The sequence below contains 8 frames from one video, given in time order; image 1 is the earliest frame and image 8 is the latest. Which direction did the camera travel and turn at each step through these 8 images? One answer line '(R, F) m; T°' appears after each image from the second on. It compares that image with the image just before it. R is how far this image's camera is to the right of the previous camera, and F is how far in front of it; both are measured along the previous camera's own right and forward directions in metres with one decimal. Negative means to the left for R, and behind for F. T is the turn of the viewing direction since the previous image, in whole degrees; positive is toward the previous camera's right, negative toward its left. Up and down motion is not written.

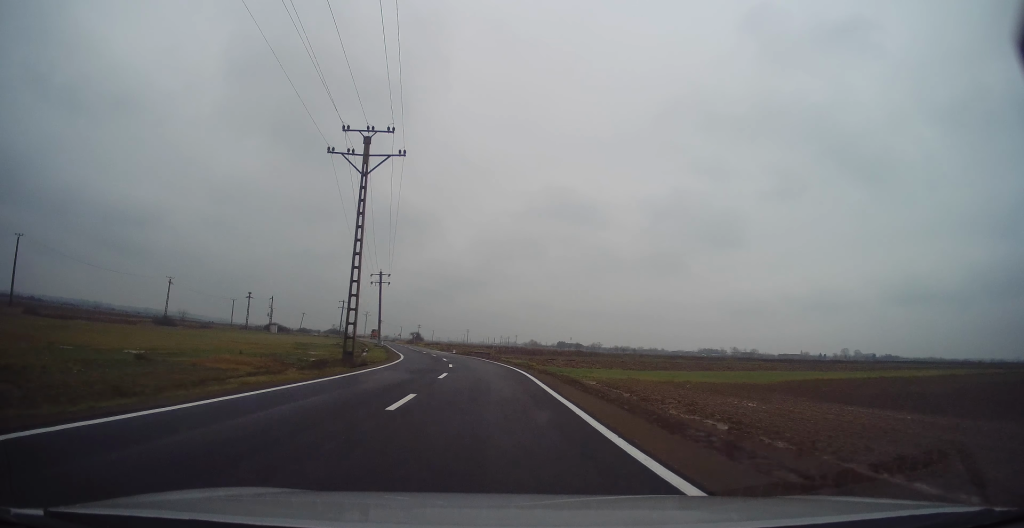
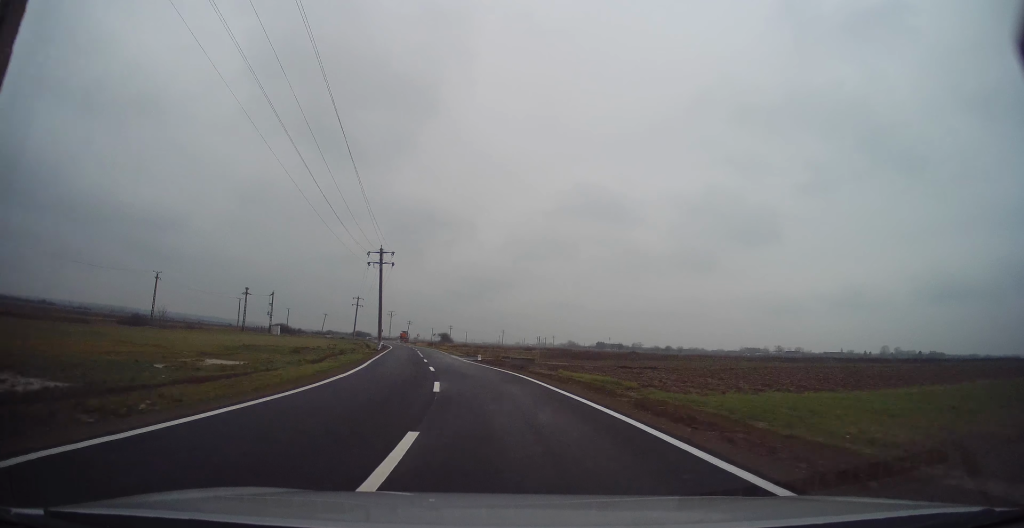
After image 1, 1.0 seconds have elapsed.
(-0.8, +23.2) m; -5°
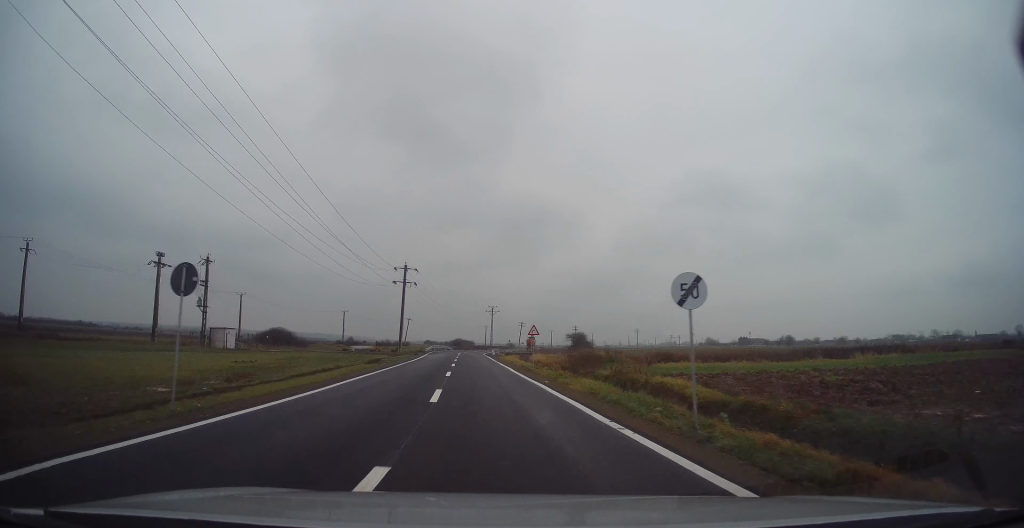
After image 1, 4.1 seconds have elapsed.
(-8.8, +76.6) m; -11°
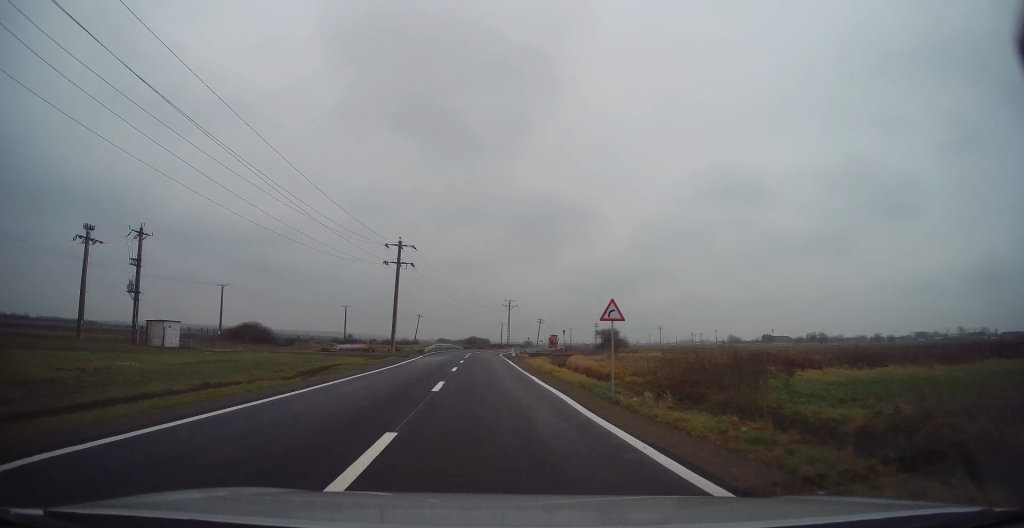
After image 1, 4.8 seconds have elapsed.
(-0.5, +16.5) m; -2°
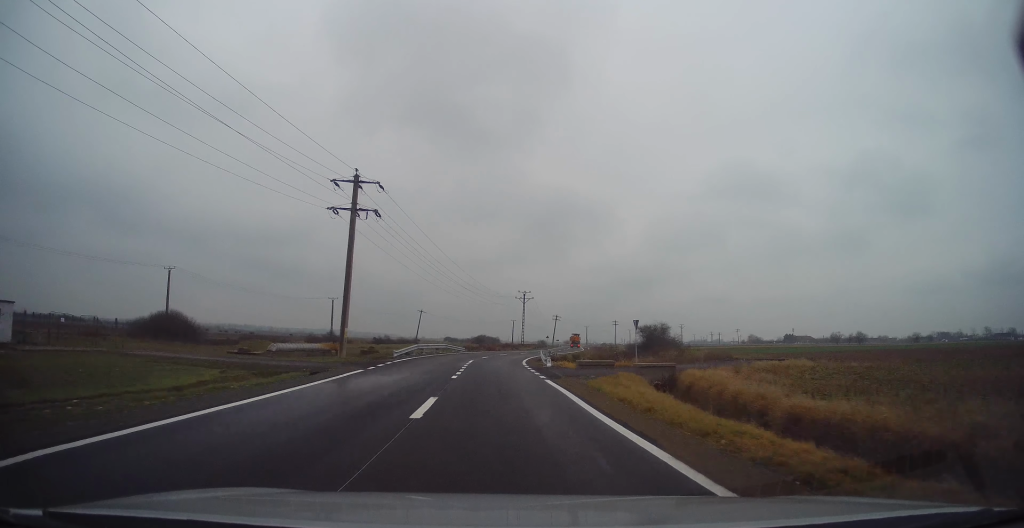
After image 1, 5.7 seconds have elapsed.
(-0.6, +22.9) m; 0°
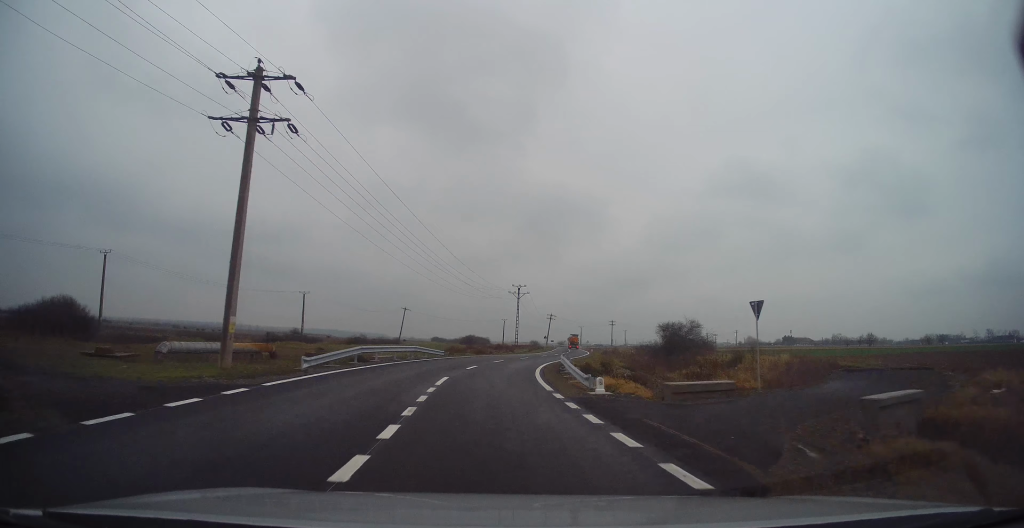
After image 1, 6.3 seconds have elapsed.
(+0.1, +14.8) m; +2°
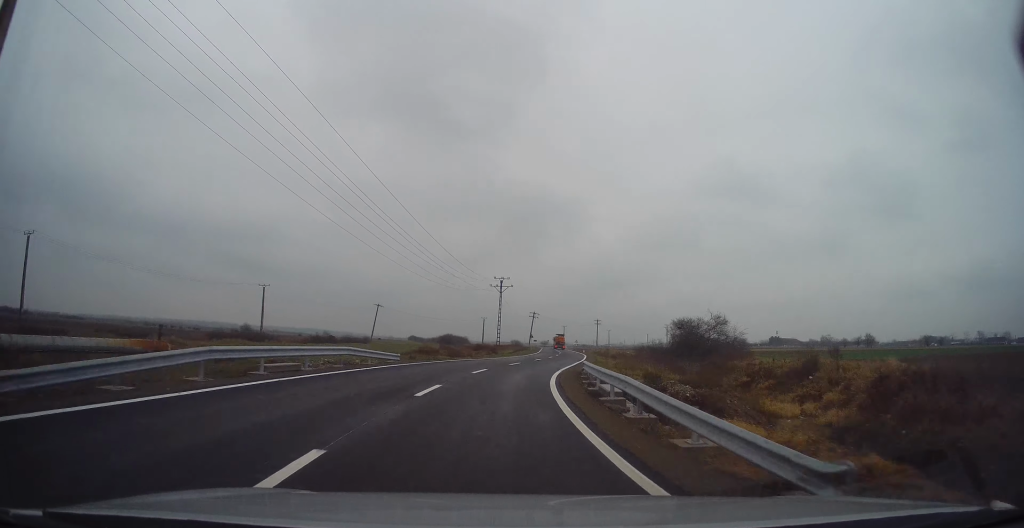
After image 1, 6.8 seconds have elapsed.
(-0.2, +11.8) m; +3°
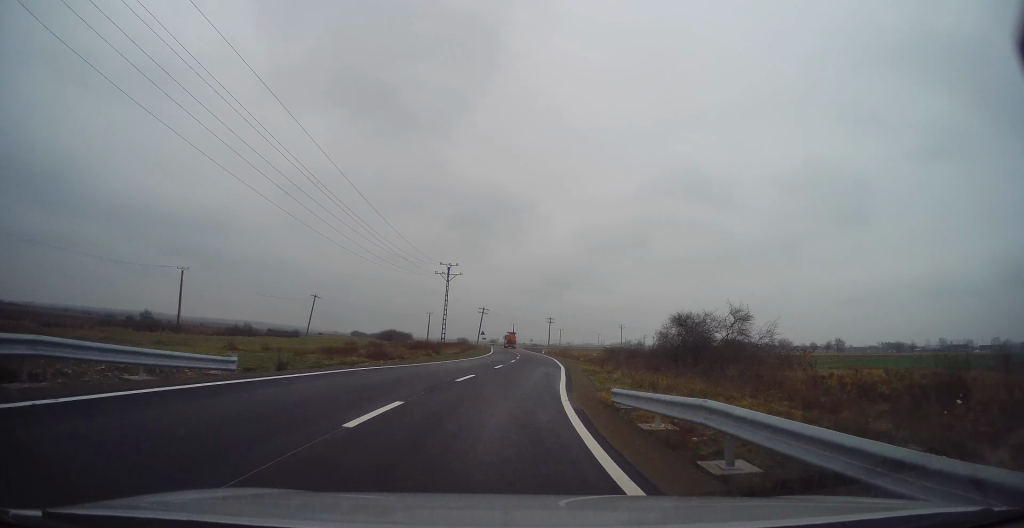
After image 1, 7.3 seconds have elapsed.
(+0.8, +14.0) m; +4°
